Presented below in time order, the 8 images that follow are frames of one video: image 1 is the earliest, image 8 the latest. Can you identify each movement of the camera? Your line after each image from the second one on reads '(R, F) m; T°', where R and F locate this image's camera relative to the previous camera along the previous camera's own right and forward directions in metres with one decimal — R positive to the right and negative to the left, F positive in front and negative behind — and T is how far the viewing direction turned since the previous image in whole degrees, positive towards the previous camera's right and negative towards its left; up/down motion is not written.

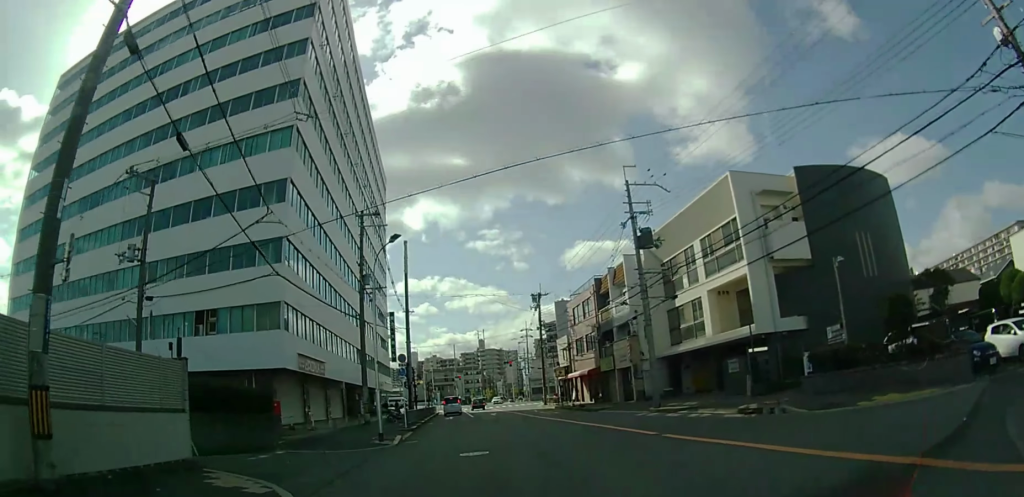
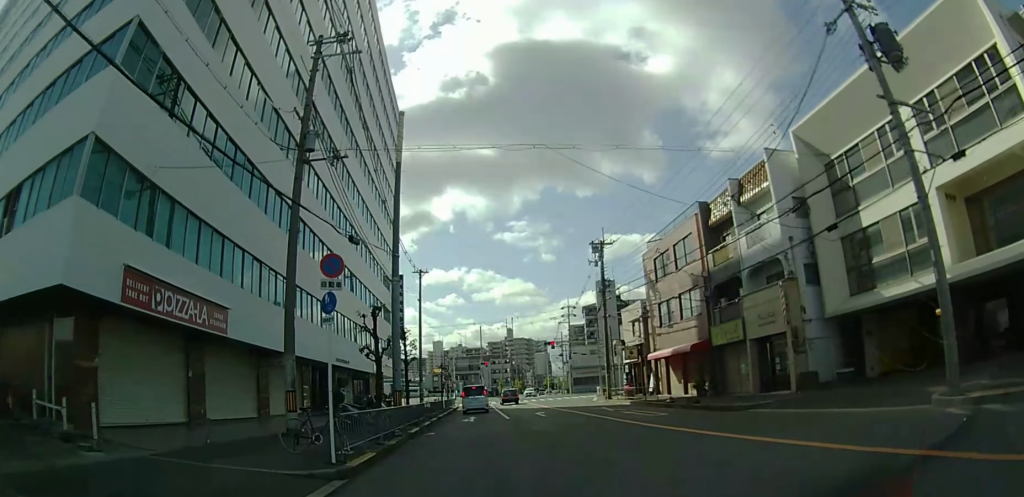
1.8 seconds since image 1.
(0.0, +17.1) m; 0°
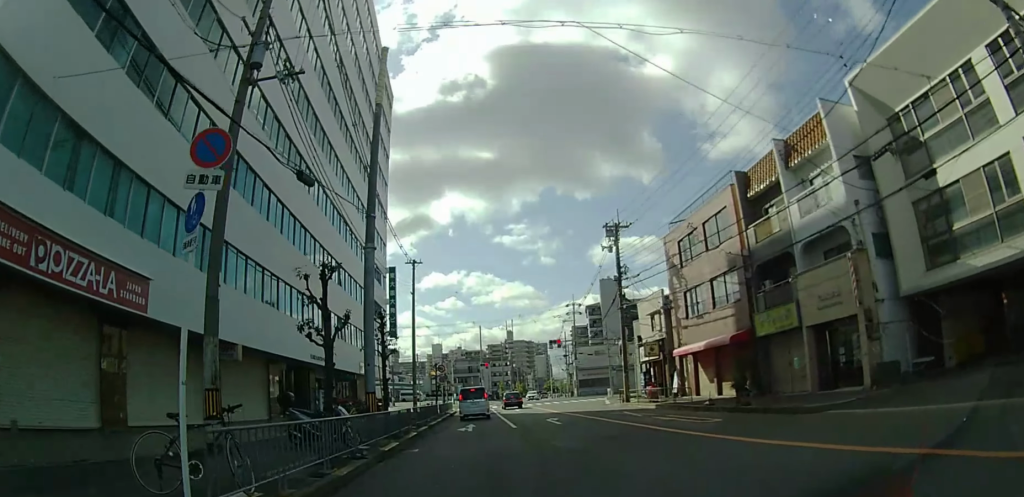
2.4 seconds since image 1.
(0.0, +5.0) m; -1°
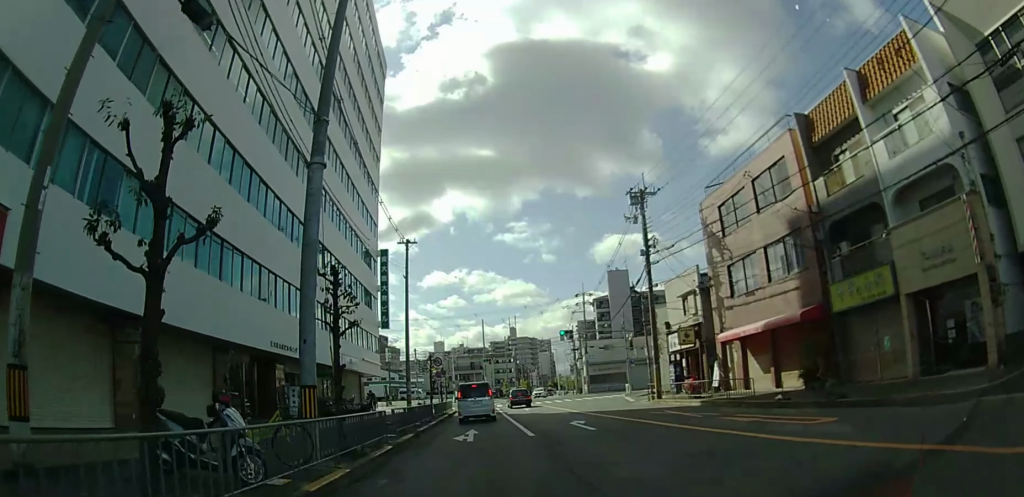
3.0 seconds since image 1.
(-0.1, +5.7) m; -1°
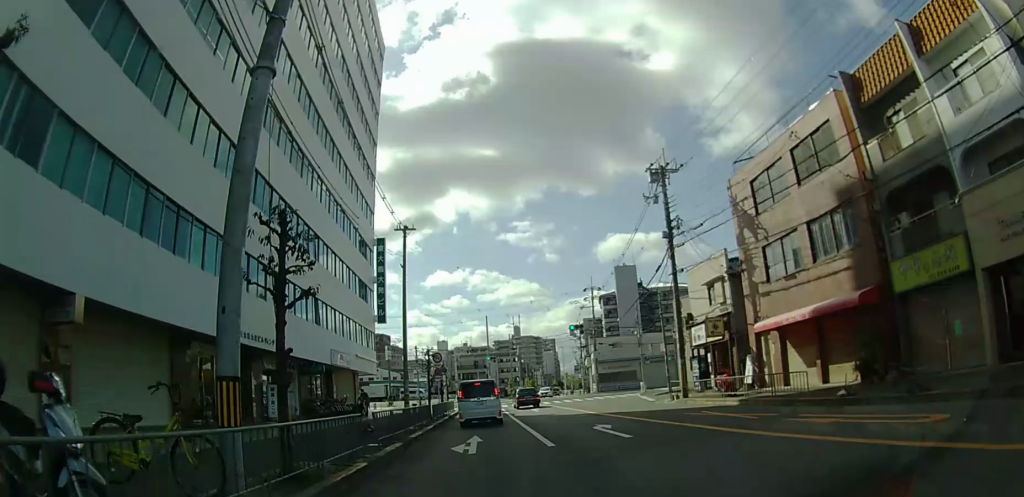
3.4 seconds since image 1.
(-0.1, +3.3) m; -1°
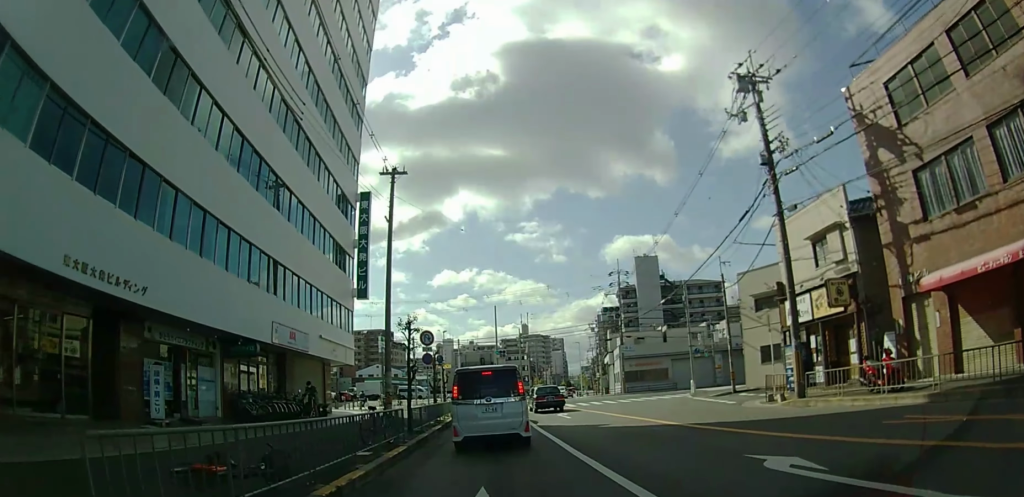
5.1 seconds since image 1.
(-0.1, +11.8) m; -1°
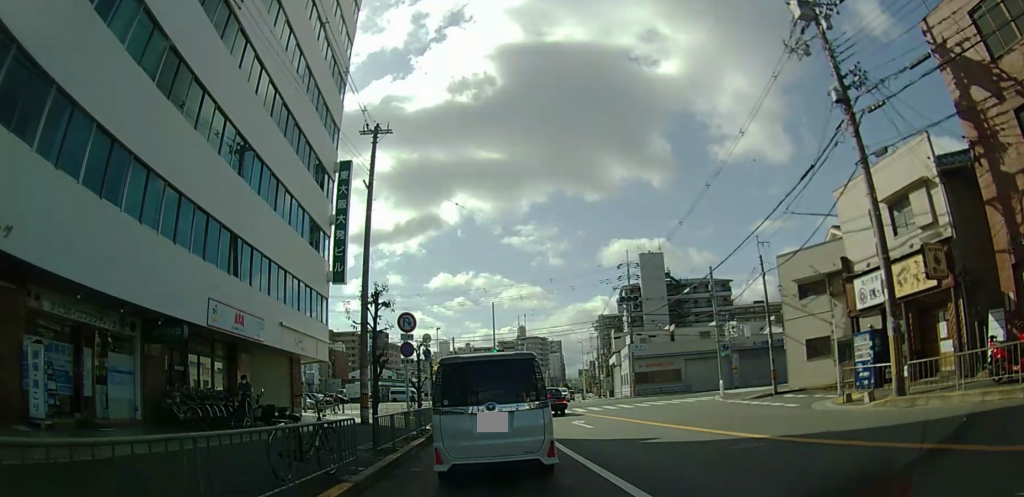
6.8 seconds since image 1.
(-0.2, +7.1) m; -4°
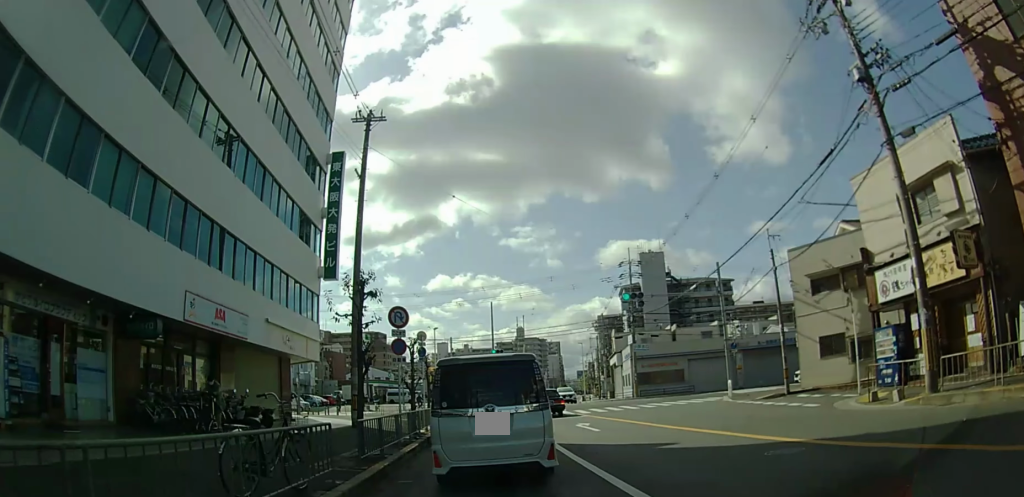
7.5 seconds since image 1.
(0.0, +1.3) m; 0°
